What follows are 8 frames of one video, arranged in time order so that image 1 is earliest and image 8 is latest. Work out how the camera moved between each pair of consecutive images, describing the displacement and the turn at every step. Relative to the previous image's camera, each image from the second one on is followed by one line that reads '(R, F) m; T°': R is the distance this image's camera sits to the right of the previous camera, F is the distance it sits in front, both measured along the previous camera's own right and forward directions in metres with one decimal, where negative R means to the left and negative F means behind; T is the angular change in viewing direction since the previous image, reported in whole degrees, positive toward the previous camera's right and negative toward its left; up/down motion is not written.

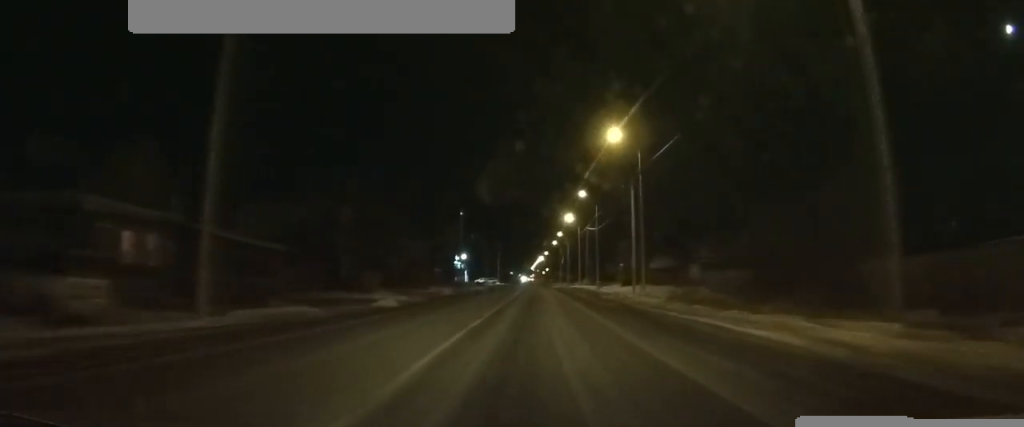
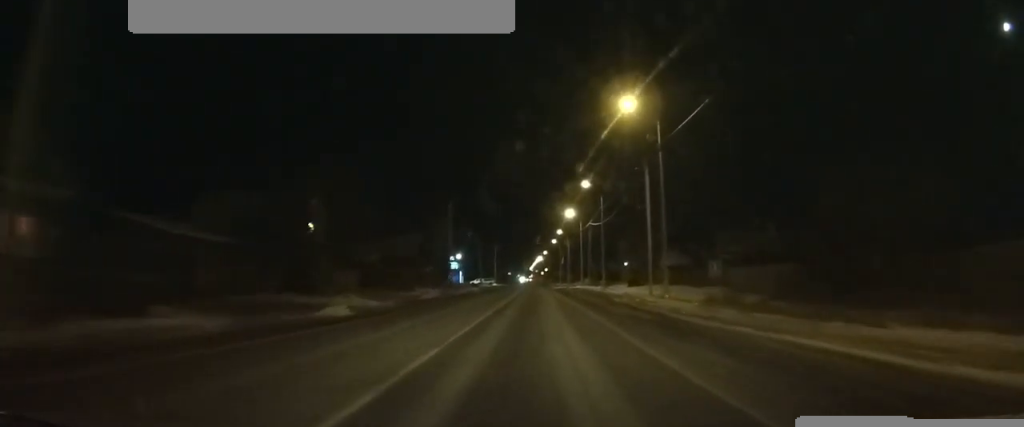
(0.0, +7.5) m; 0°
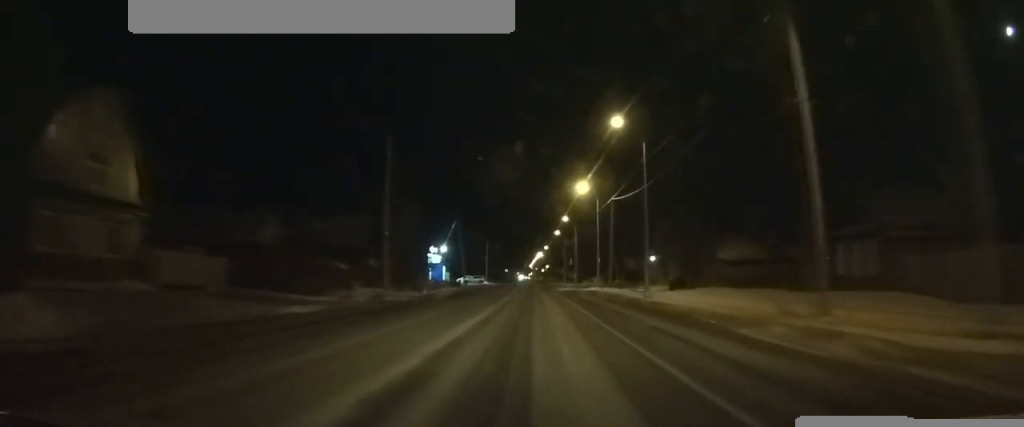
(+0.1, +24.6) m; +1°
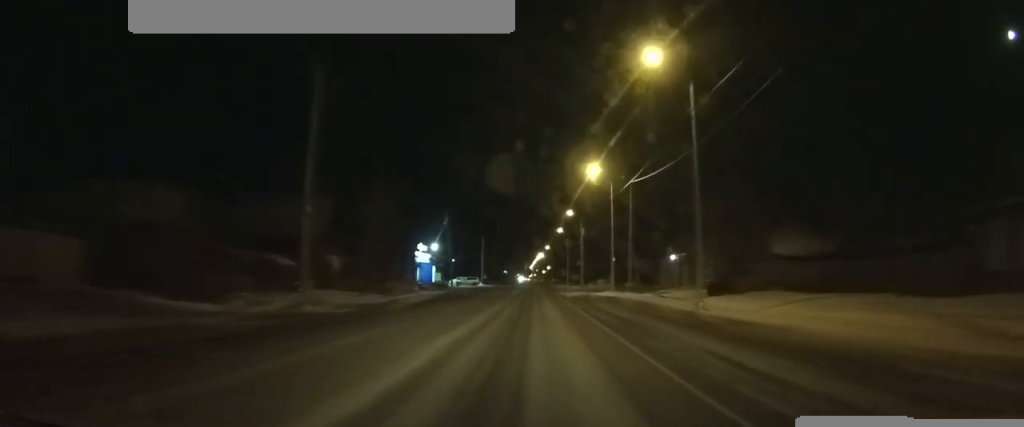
(+0.1, +11.6) m; 0°
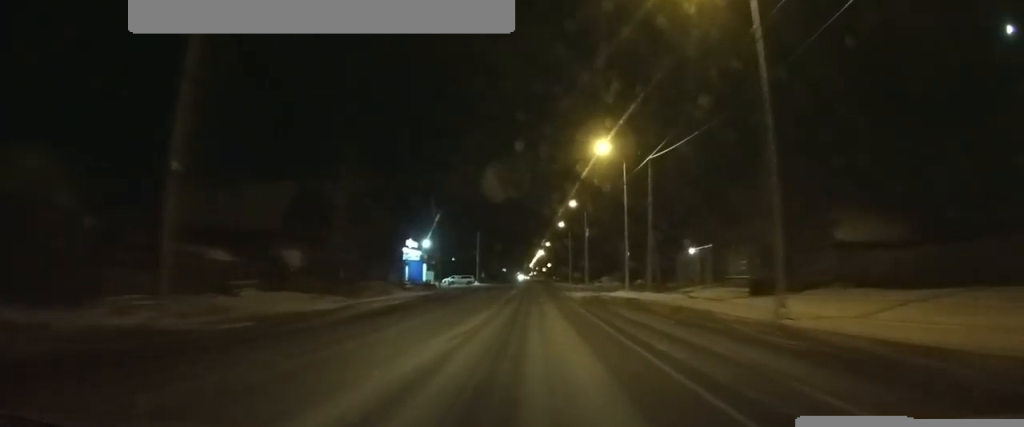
(0.0, +8.3) m; 0°
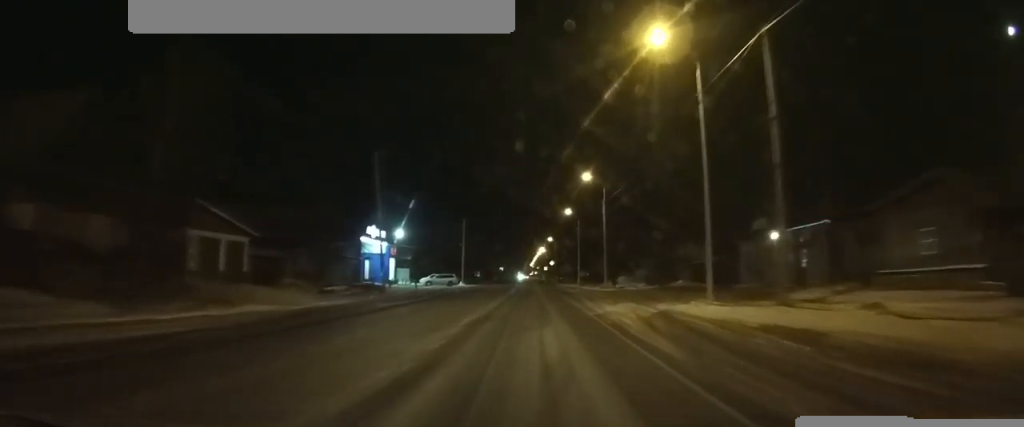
(-0.1, +20.9) m; -1°
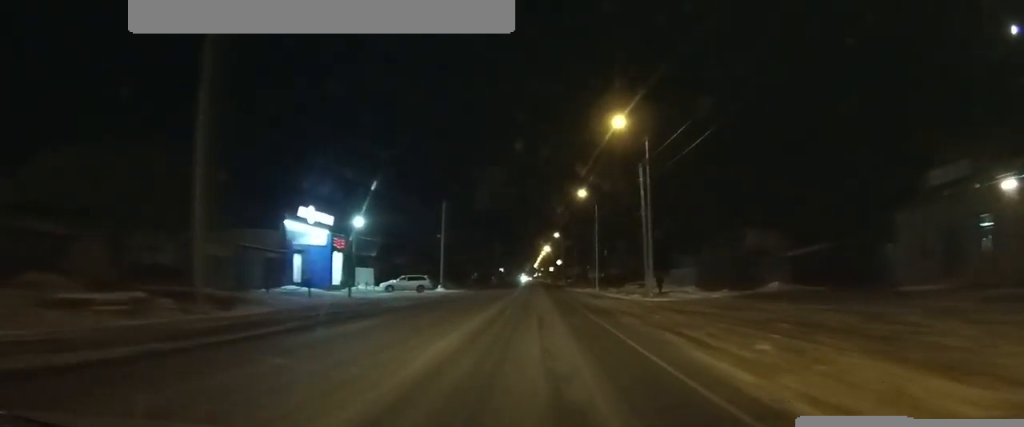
(-0.1, +21.0) m; 0°
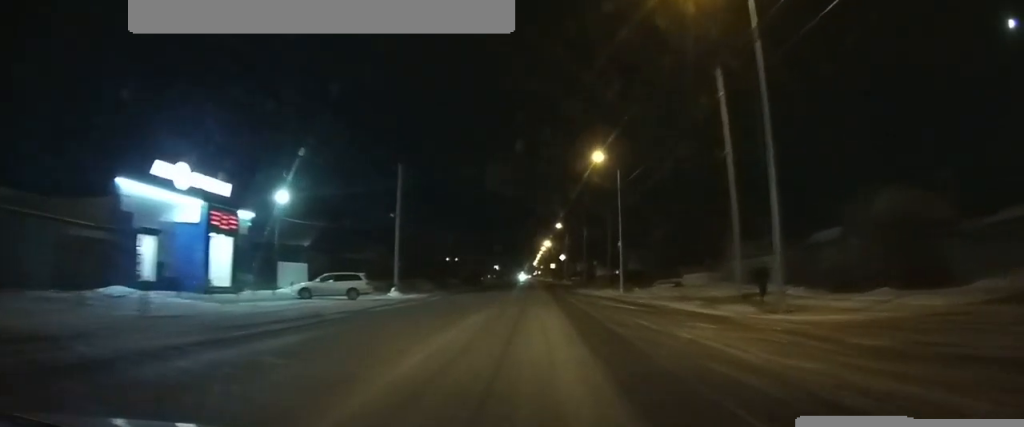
(0.0, +19.2) m; 0°
